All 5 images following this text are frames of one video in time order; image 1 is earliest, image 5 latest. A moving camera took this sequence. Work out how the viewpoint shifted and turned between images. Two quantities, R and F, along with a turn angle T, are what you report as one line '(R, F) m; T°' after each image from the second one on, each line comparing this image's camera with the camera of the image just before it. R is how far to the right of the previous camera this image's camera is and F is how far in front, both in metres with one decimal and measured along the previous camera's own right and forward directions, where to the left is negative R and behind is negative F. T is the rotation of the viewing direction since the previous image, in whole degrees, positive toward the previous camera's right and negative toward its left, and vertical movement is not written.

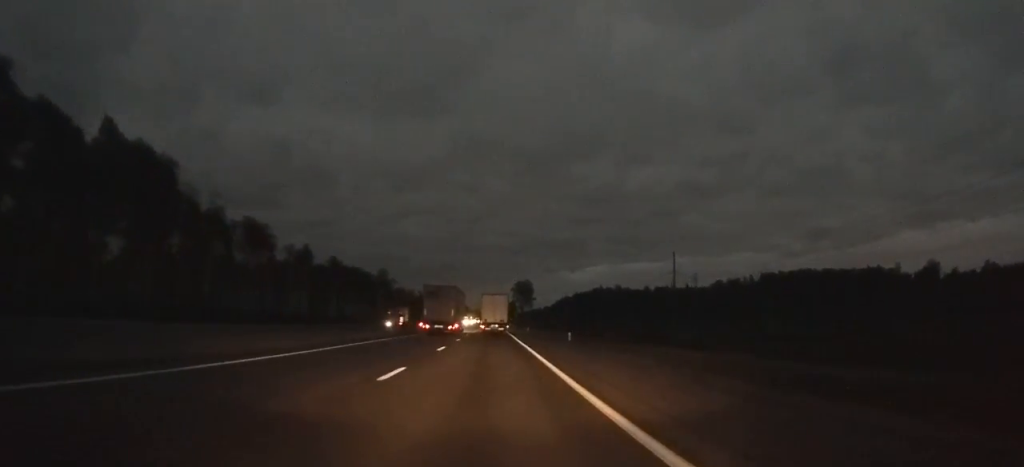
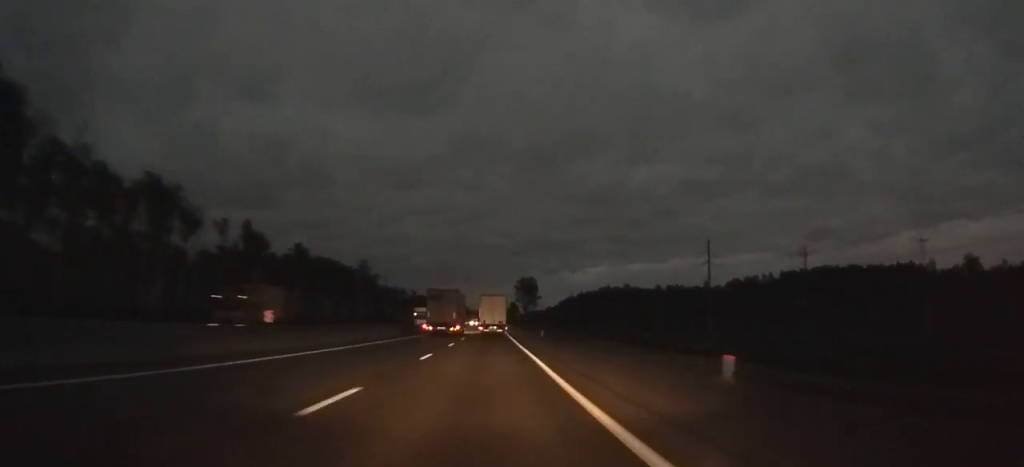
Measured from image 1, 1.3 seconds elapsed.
(+0.1, +28.2) m; 0°
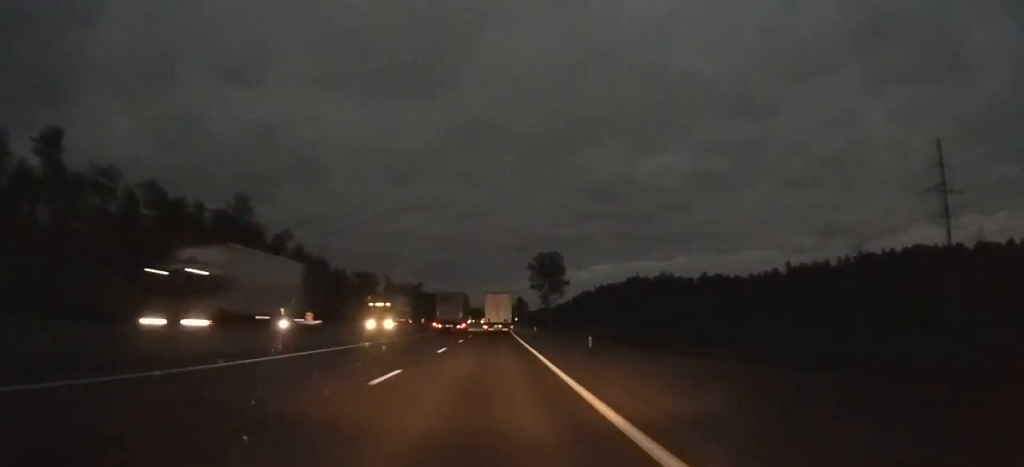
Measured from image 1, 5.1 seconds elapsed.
(-0.2, +79.7) m; 0°
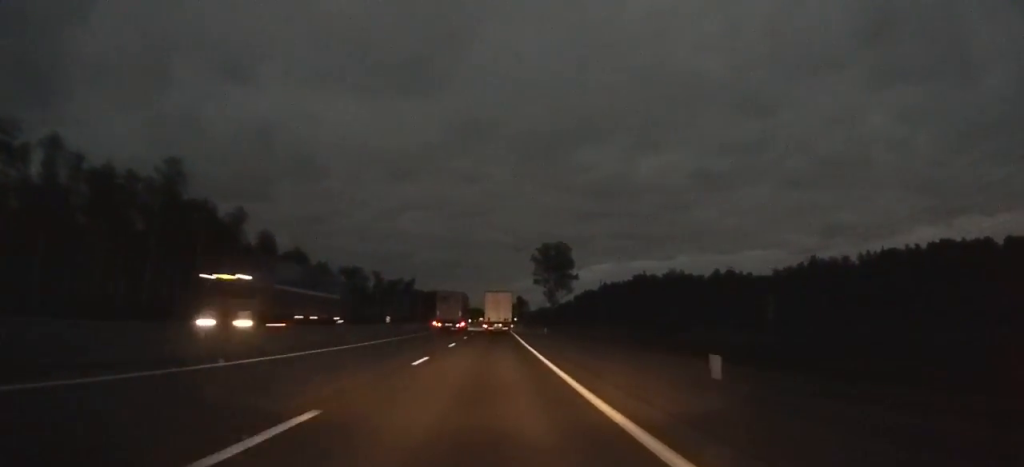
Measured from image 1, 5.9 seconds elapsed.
(0.0, +18.7) m; 0°
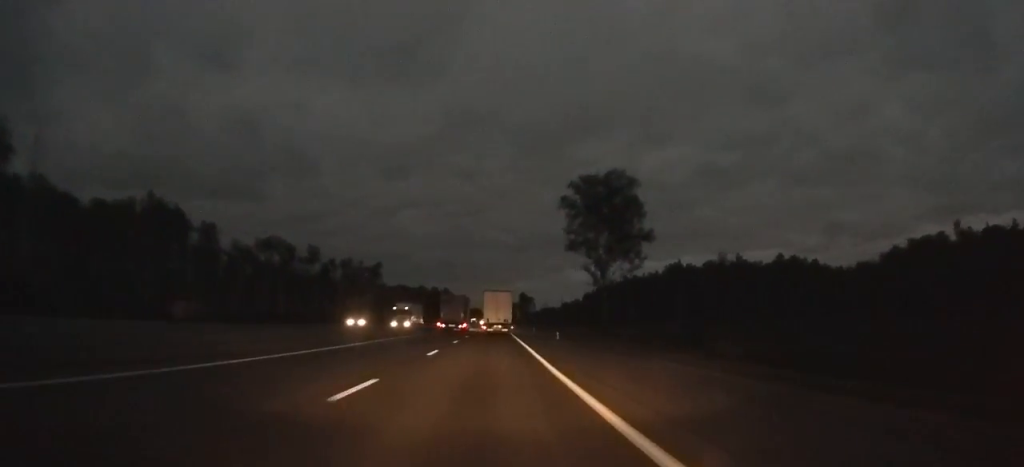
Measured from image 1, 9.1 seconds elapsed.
(-0.1, +67.7) m; 0°
